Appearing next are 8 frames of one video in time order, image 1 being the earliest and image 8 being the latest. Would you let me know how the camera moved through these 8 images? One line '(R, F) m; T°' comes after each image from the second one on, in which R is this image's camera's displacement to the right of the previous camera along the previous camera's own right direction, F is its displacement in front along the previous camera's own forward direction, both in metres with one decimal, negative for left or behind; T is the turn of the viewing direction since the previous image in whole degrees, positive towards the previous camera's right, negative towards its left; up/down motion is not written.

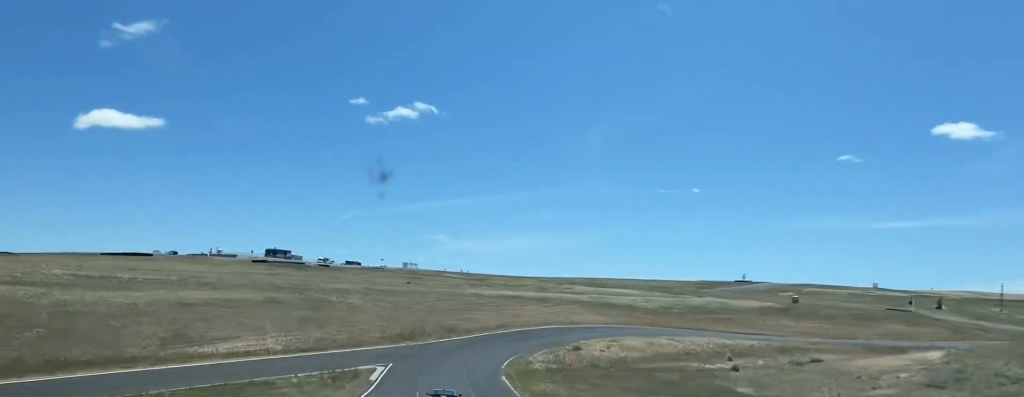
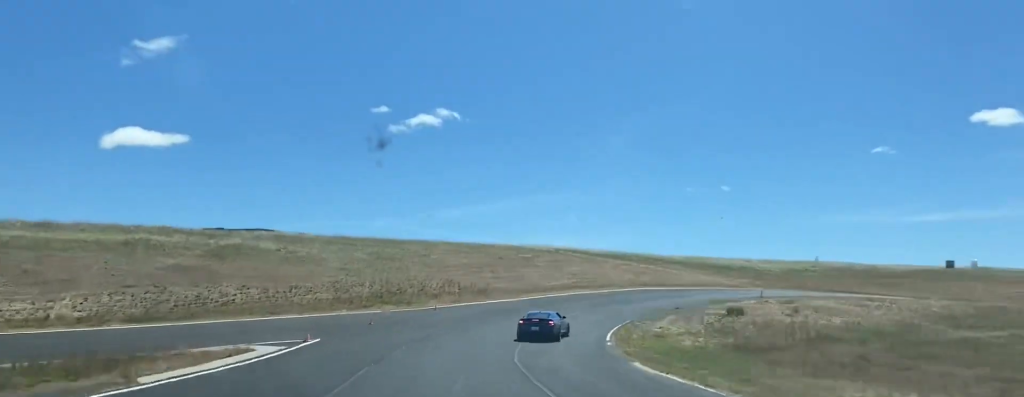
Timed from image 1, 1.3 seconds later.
(-0.3, +53.0) m; +2°
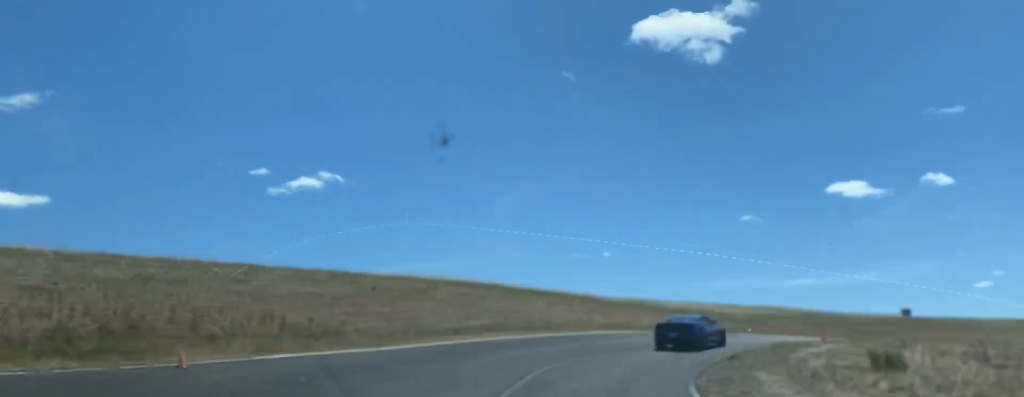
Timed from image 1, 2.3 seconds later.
(+0.8, +32.0) m; +8°
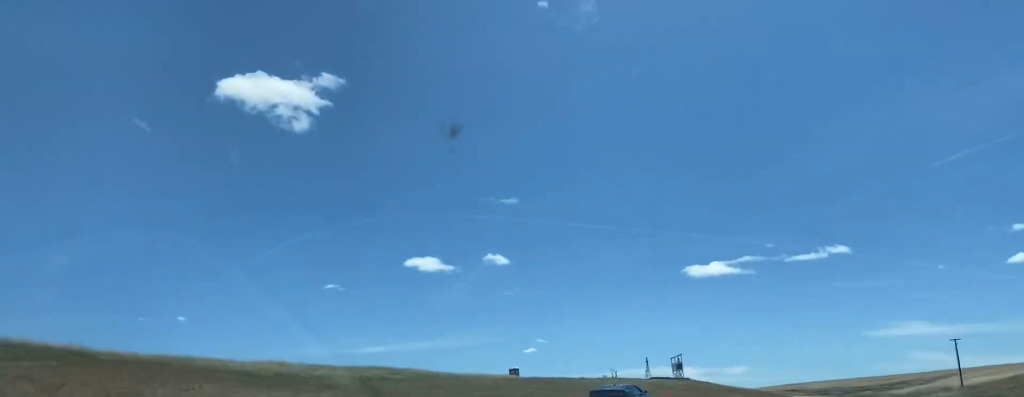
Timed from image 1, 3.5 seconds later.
(+5.9, +34.5) m; +24°
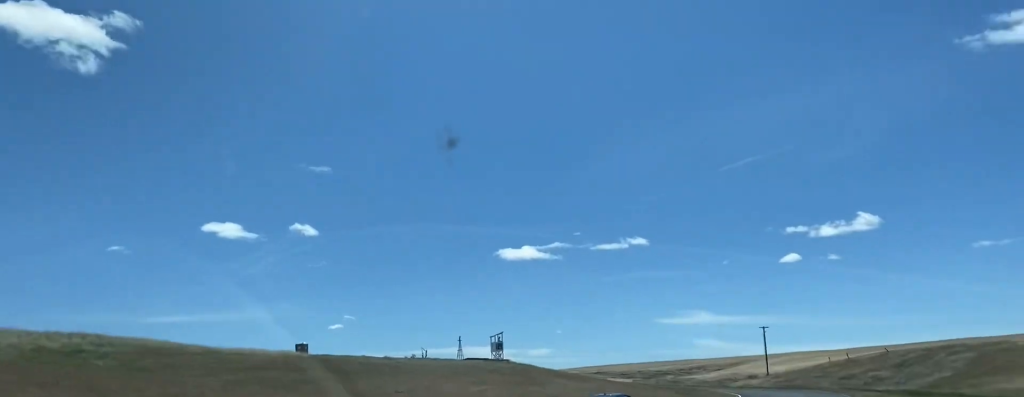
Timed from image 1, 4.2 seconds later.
(+2.7, +19.1) m; +15°
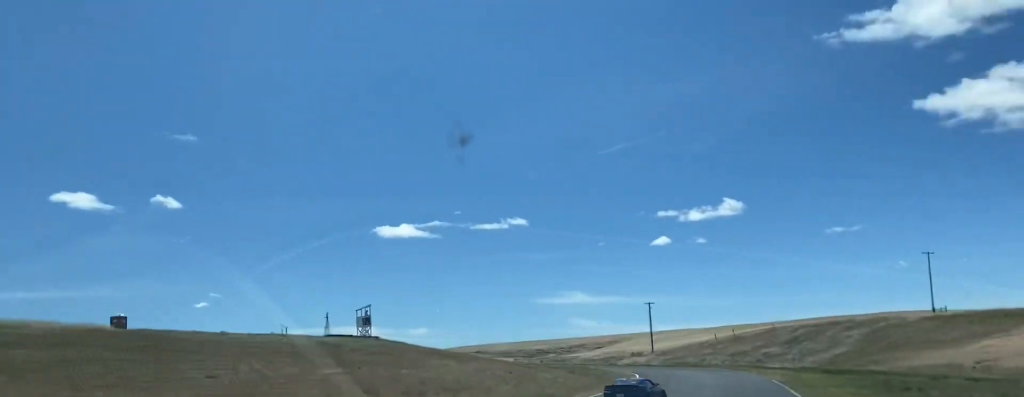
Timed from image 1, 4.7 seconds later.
(+1.2, +14.5) m; +10°
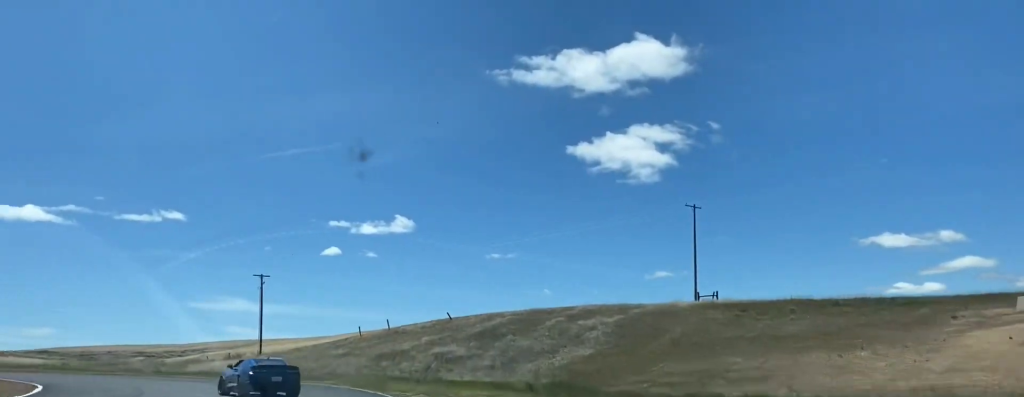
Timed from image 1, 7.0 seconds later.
(+12.5, +59.5) m; +10°
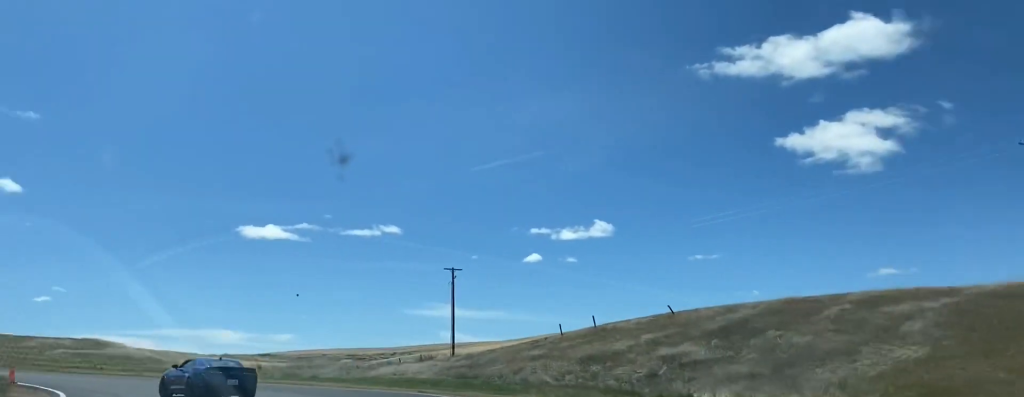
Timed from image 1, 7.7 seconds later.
(-0.7, +18.0) m; -8°
